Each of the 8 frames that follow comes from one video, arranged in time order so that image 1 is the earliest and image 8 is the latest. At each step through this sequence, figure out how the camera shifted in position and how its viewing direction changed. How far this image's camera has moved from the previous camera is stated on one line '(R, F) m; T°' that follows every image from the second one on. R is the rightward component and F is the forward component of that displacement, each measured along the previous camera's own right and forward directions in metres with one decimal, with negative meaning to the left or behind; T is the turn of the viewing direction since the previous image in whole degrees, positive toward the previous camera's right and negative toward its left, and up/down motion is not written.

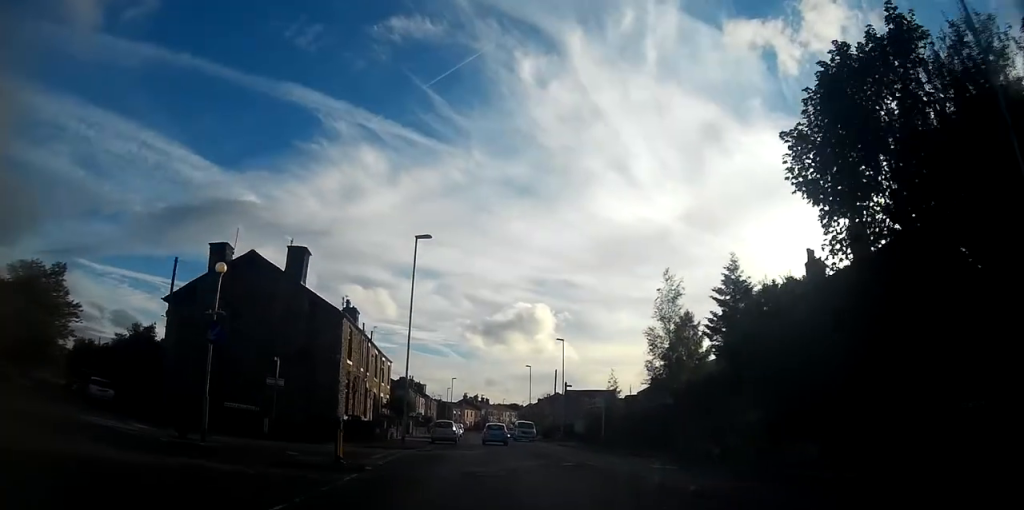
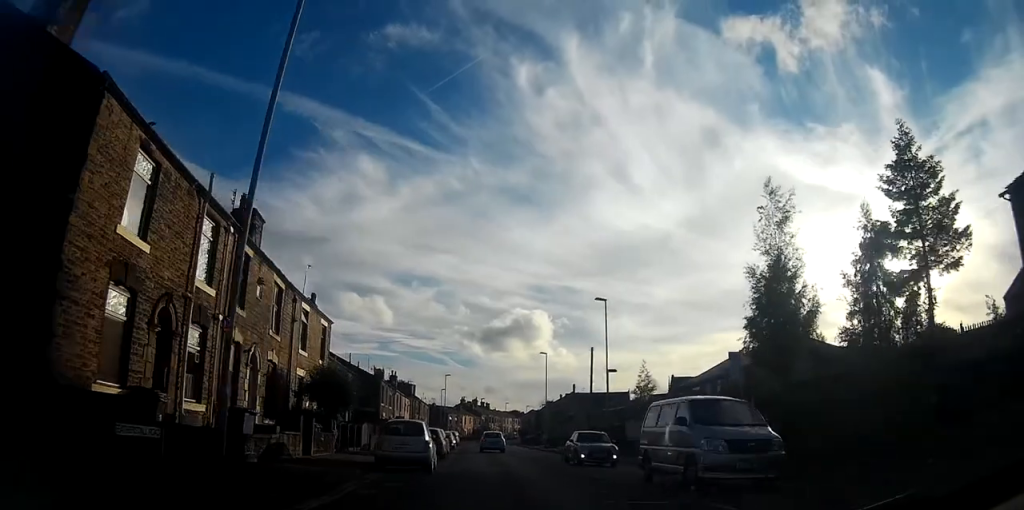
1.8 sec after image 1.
(+0.8, +22.6) m; +2°
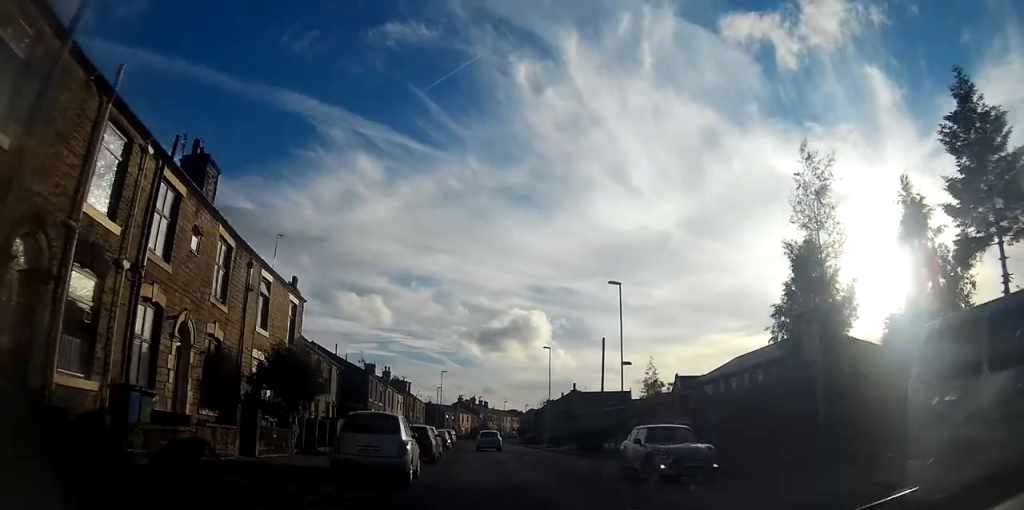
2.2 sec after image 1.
(0.0, +5.0) m; 0°
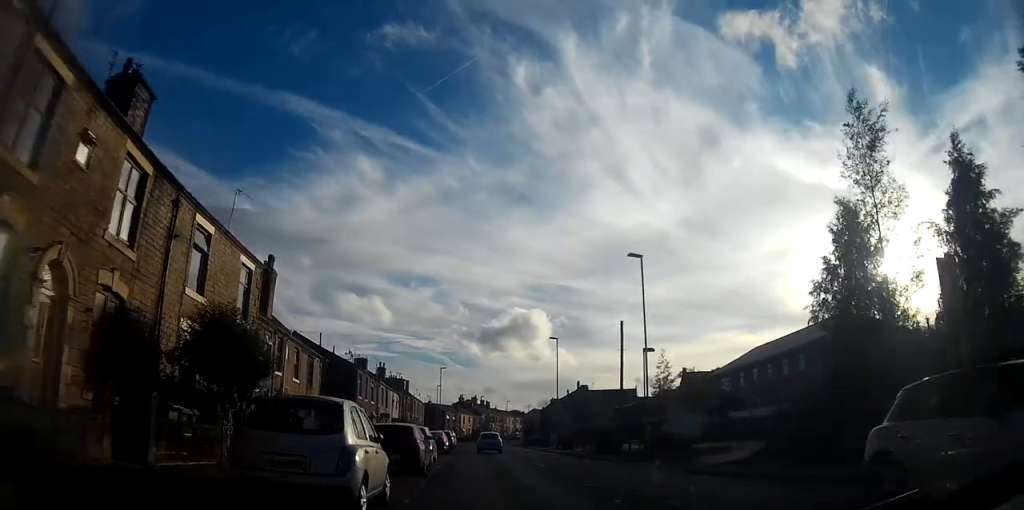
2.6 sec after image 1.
(0.0, +5.5) m; -1°
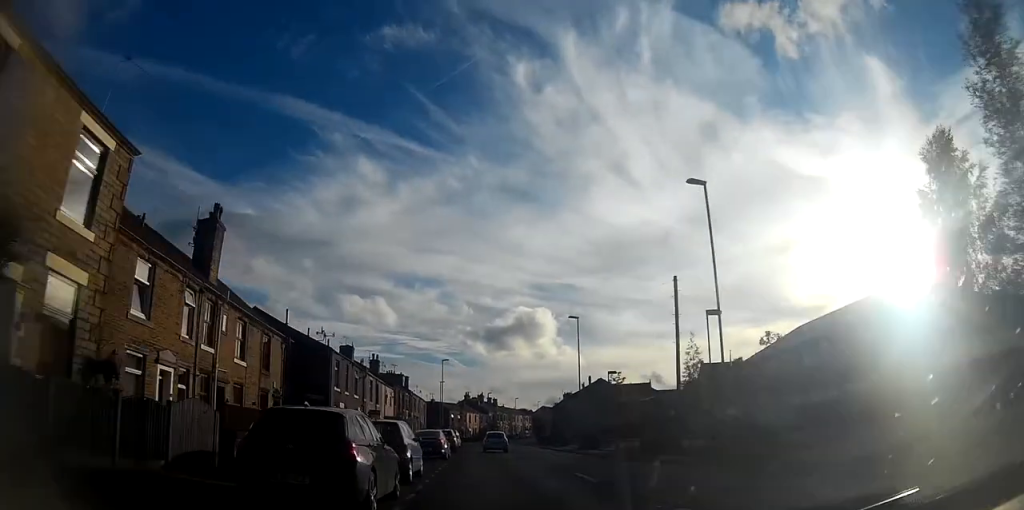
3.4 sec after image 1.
(-0.1, +9.8) m; -1°
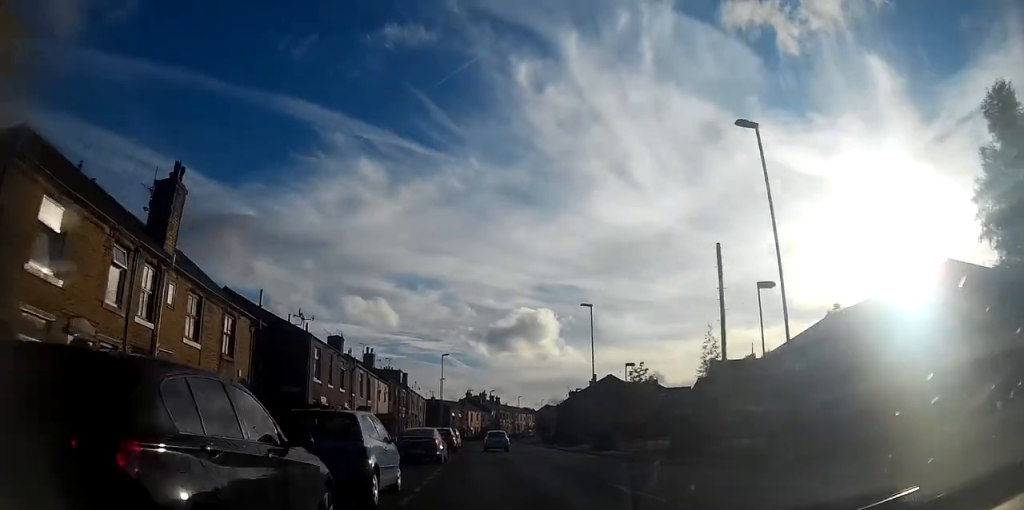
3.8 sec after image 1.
(-0.2, +5.1) m; 0°
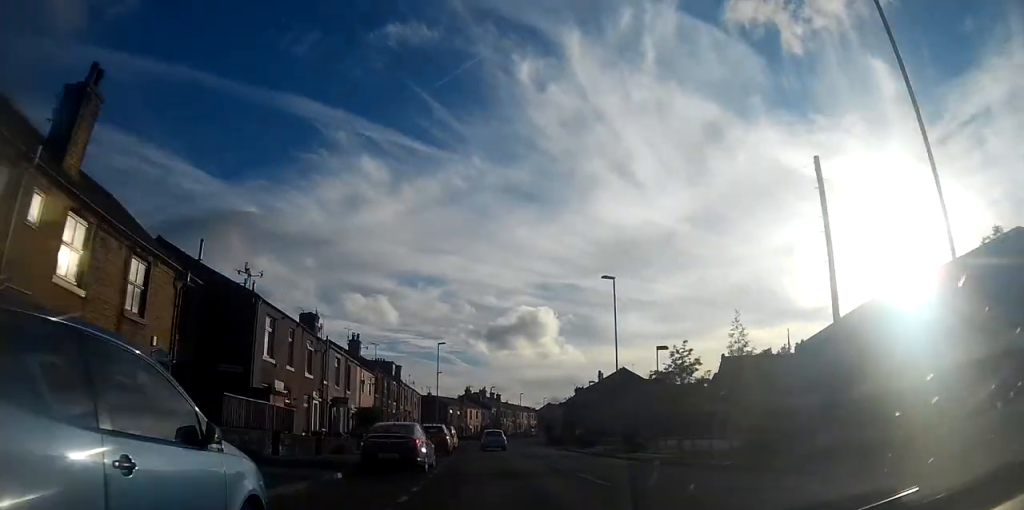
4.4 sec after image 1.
(+0.1, +7.7) m; +1°
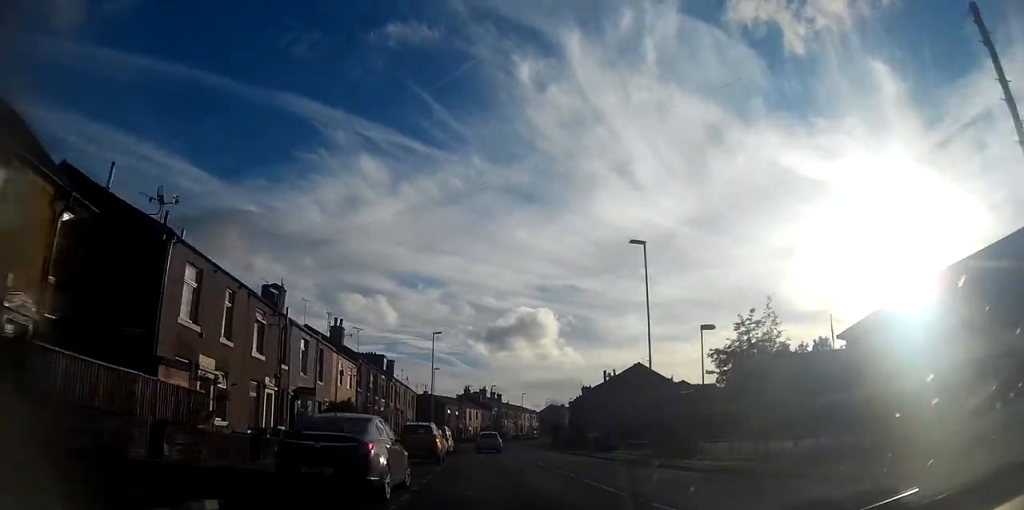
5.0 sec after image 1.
(+0.1, +7.3) m; +1°
